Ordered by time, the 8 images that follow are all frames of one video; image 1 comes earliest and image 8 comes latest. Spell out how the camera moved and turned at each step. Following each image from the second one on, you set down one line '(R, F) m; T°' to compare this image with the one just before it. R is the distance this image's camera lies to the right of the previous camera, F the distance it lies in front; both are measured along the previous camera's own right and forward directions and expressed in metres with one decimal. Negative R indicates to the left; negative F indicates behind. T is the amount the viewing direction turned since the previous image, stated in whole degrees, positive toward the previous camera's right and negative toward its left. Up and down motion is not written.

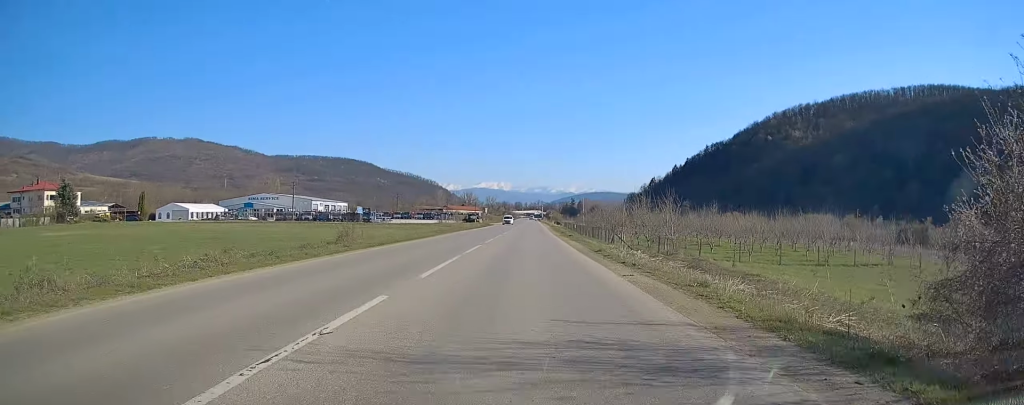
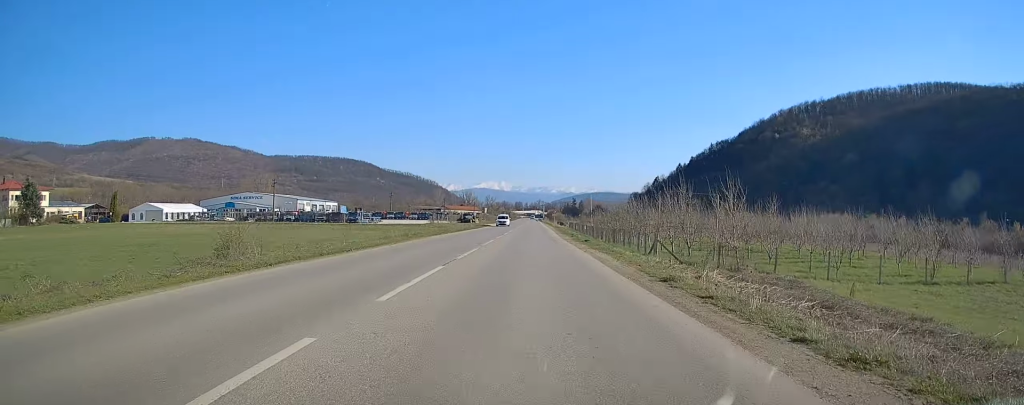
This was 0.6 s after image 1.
(0.0, +12.2) m; 0°
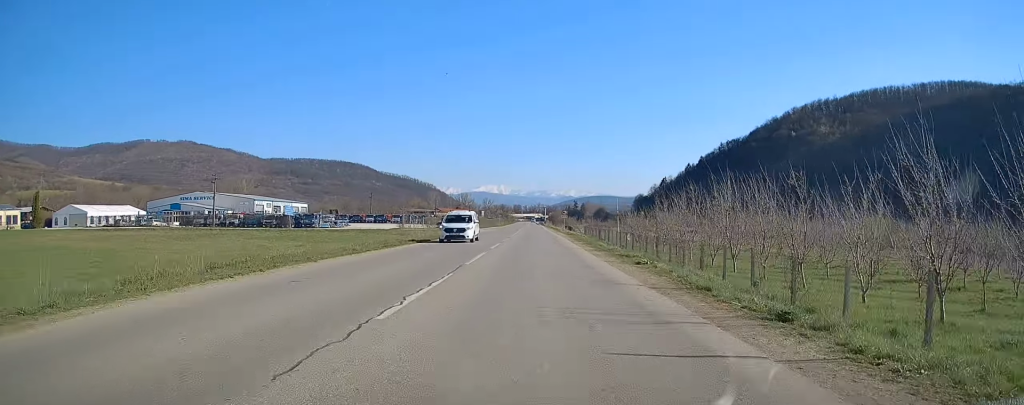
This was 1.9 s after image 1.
(+0.1, +28.1) m; 0°
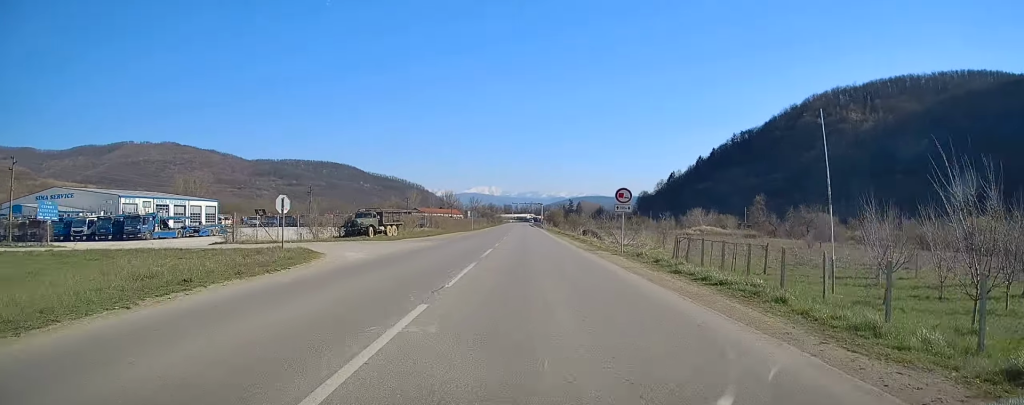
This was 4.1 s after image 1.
(+0.2, +49.4) m; +1°
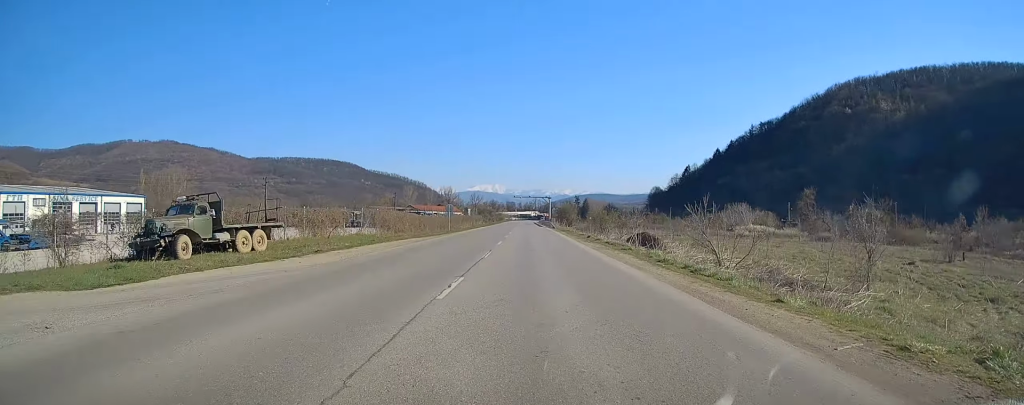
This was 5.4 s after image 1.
(0.0, +28.4) m; 0°
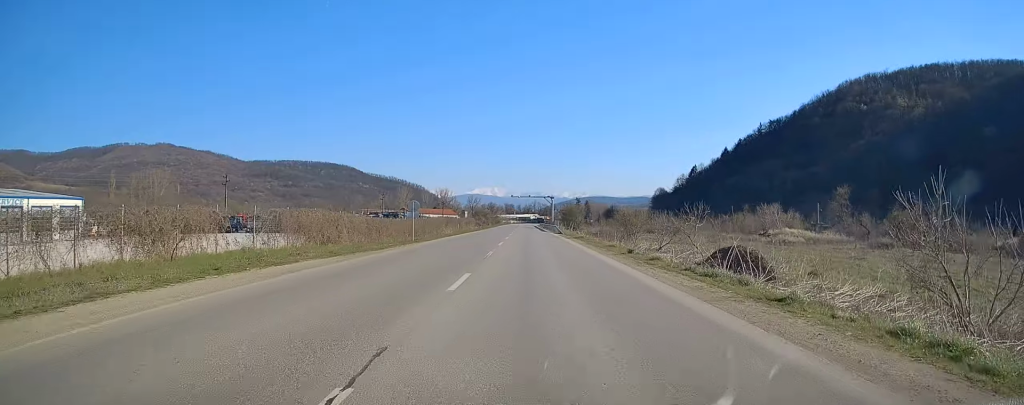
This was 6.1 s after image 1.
(0.0, +16.5) m; 0°
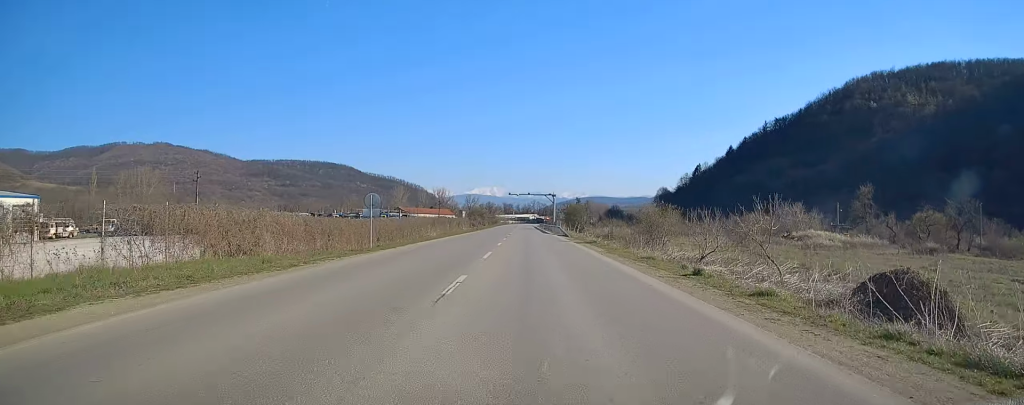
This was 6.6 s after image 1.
(0.0, +9.8) m; 0°
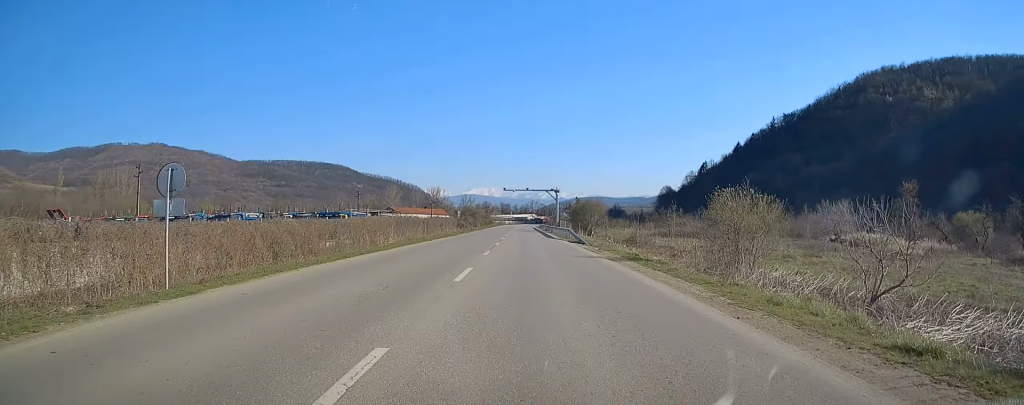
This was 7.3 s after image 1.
(+0.1, +15.8) m; 0°
